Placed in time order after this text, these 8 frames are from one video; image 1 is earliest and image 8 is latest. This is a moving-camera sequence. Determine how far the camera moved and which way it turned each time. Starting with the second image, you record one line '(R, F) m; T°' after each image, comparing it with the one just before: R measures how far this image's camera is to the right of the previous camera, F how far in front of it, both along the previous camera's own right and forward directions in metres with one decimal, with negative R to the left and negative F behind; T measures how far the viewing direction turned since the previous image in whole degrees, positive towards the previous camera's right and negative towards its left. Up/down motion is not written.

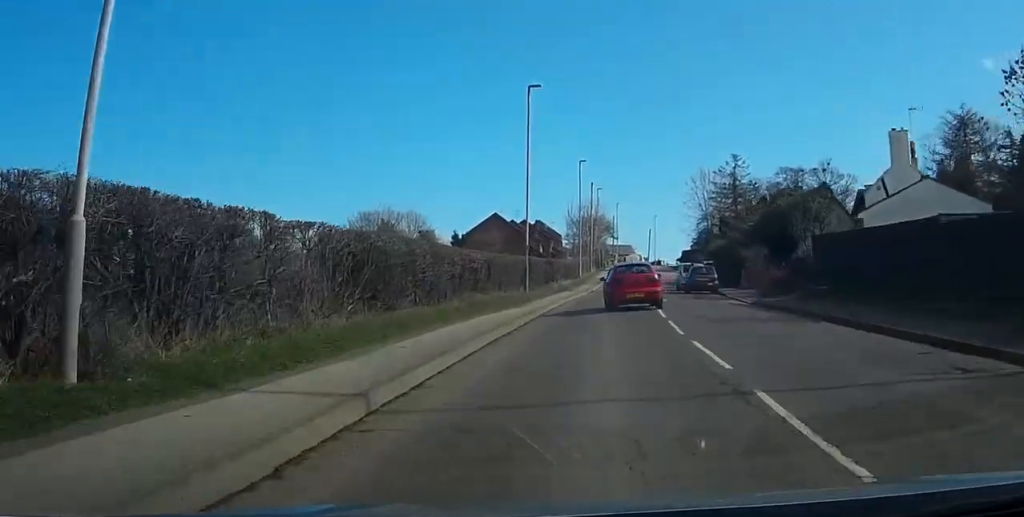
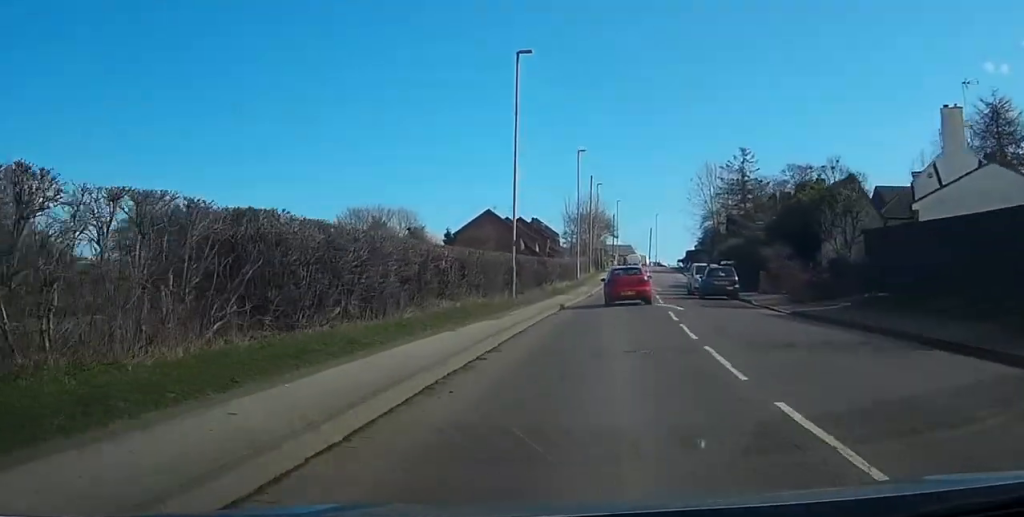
(0.0, +6.7) m; +1°
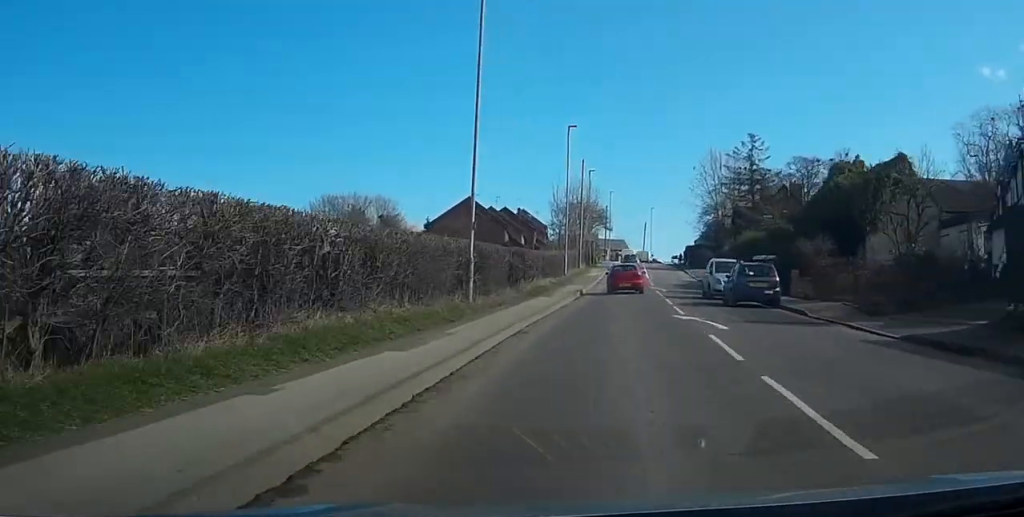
(0.0, +10.3) m; +1°
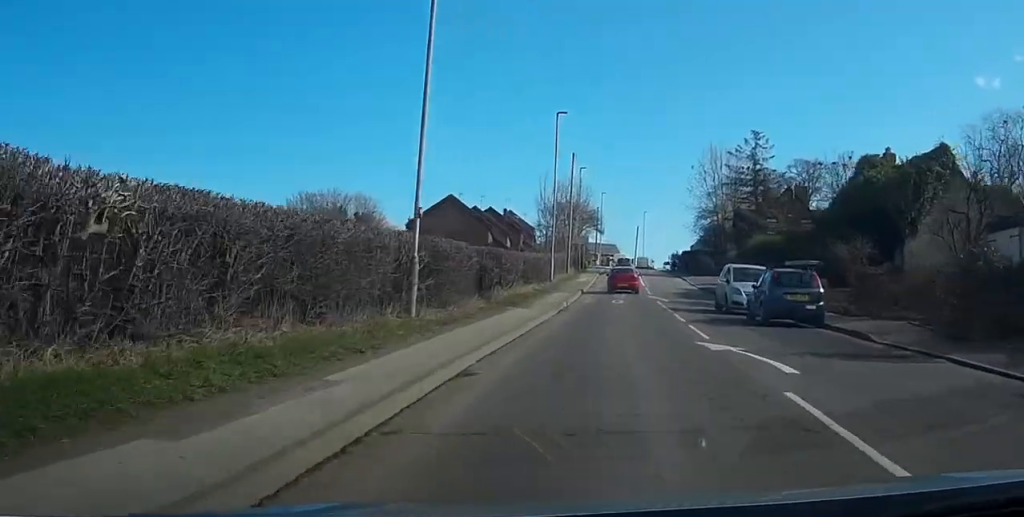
(+0.1, +6.8) m; +1°
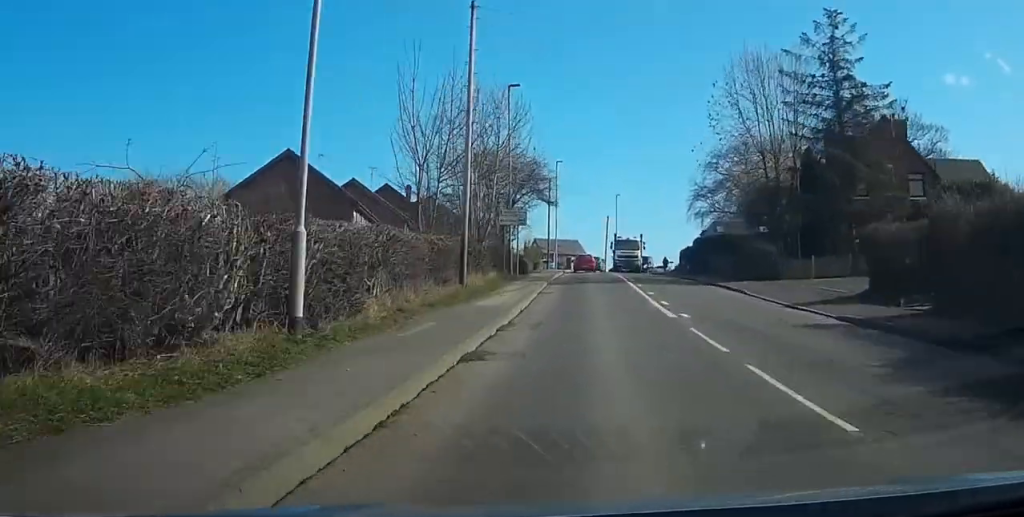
(+1.2, +41.7) m; +3°
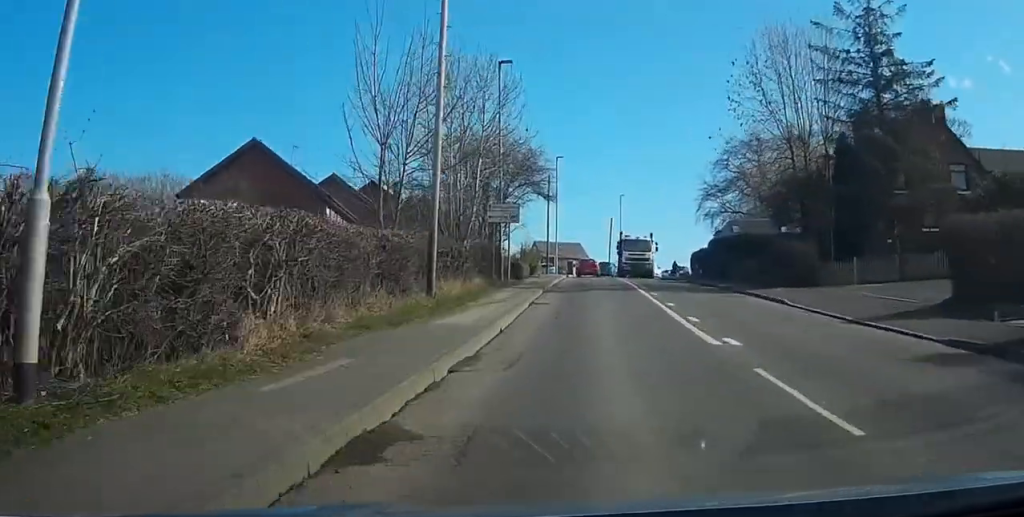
(0.0, +6.3) m; 0°
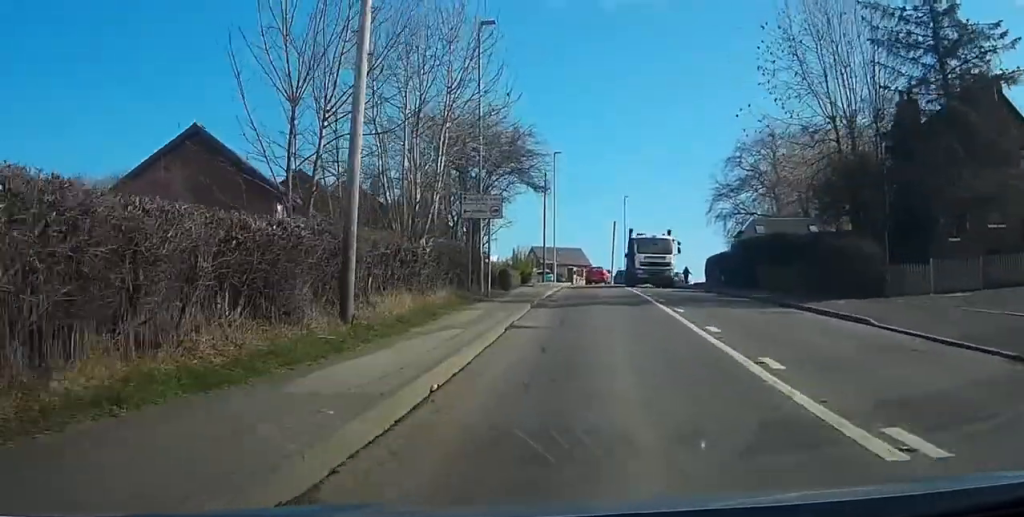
(-0.1, +8.0) m; 0°
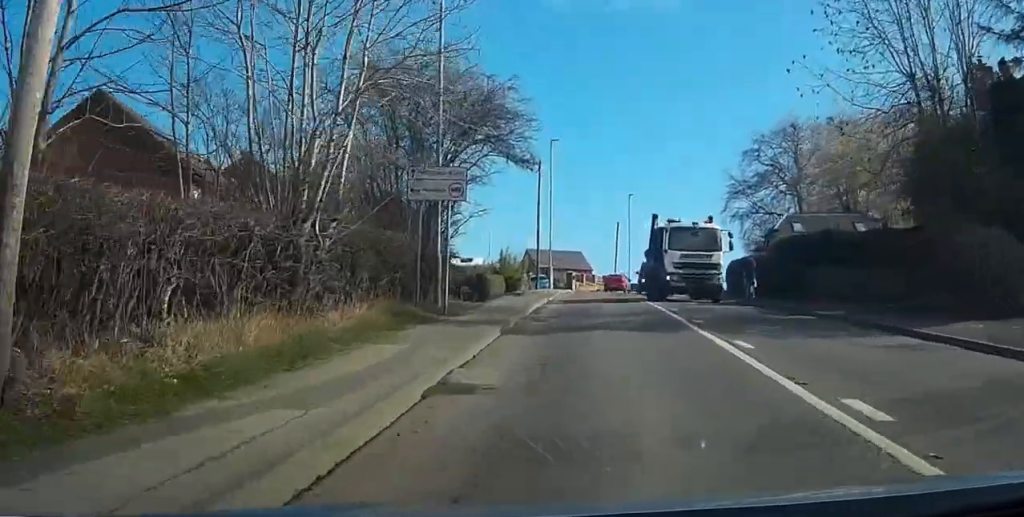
(0.0, +9.2) m; 0°
